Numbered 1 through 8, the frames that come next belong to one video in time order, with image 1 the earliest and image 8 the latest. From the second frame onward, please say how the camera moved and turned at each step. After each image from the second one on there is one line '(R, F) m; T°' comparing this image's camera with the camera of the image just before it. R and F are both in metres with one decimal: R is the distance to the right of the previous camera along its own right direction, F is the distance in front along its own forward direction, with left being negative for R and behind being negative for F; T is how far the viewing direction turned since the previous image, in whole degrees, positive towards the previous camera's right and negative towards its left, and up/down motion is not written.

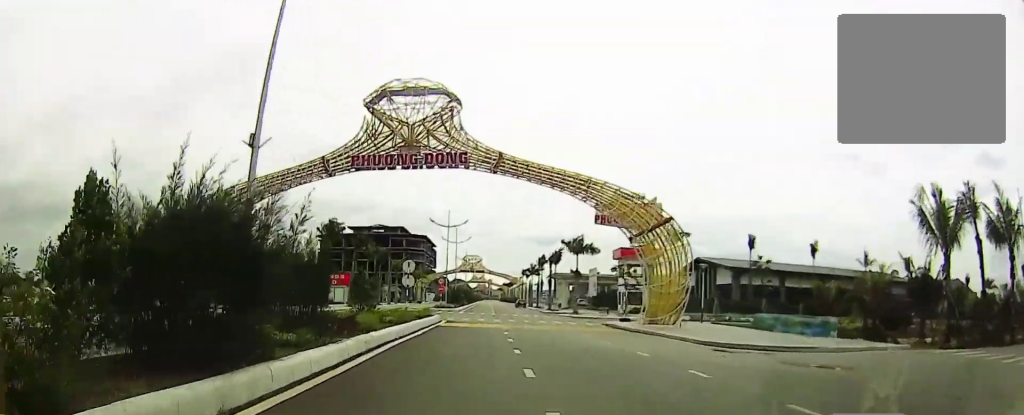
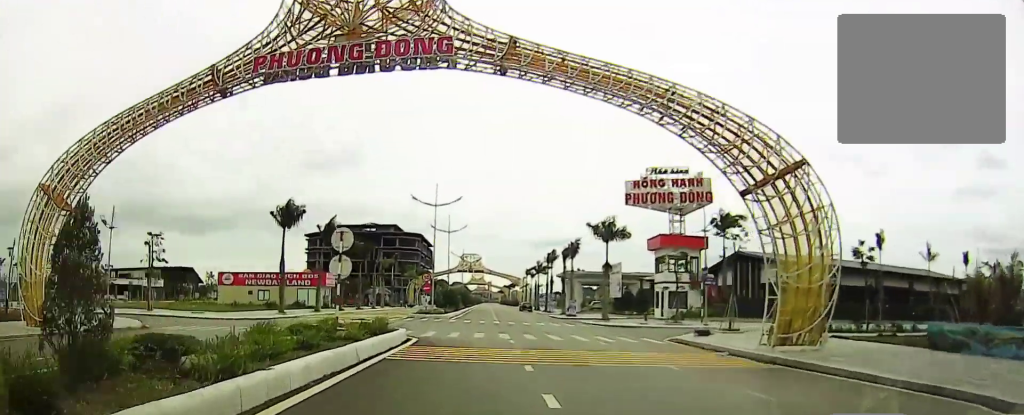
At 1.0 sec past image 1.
(-0.4, +15.5) m; 0°
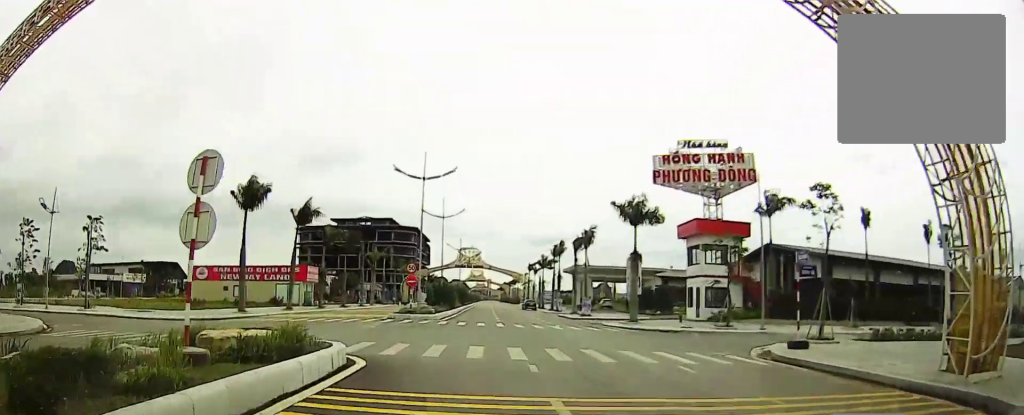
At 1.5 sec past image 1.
(+0.2, +8.6) m; +1°
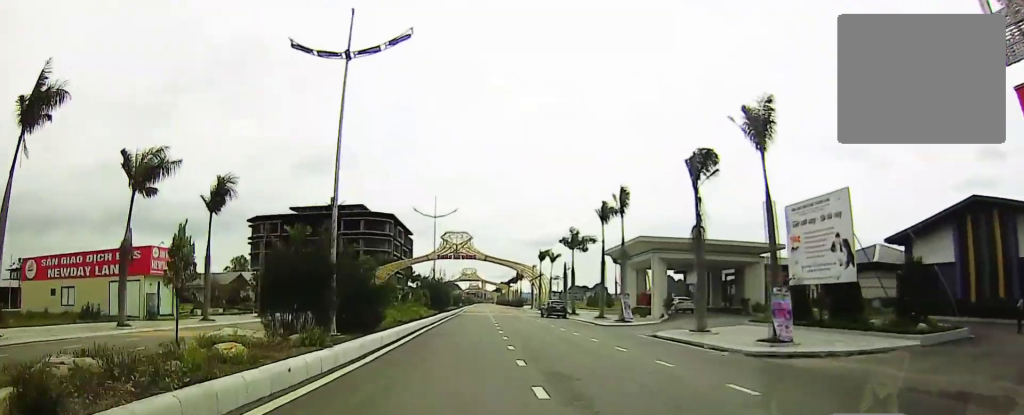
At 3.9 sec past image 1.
(+1.1, +33.5) m; +3°
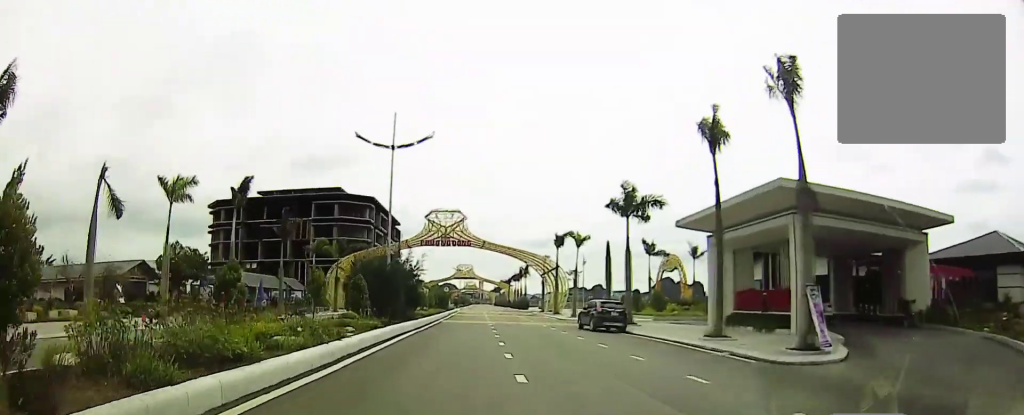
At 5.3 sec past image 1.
(+0.1, +23.4) m; 0°
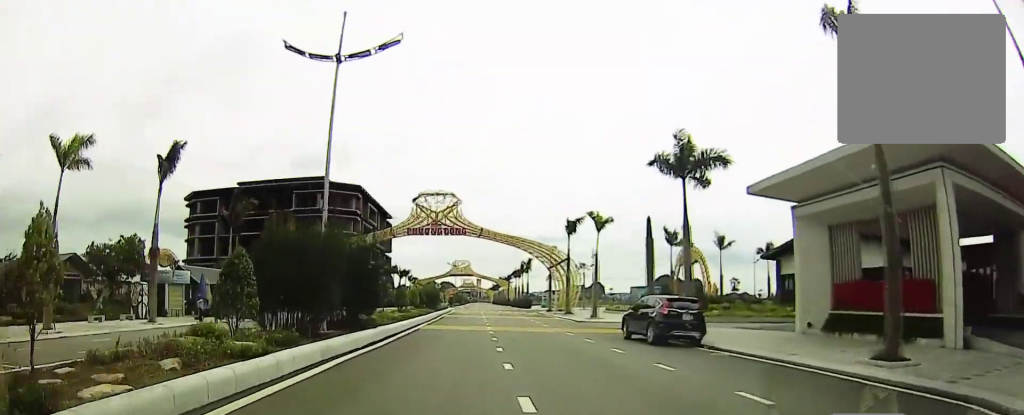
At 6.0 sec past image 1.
(0.0, +10.5) m; 0°
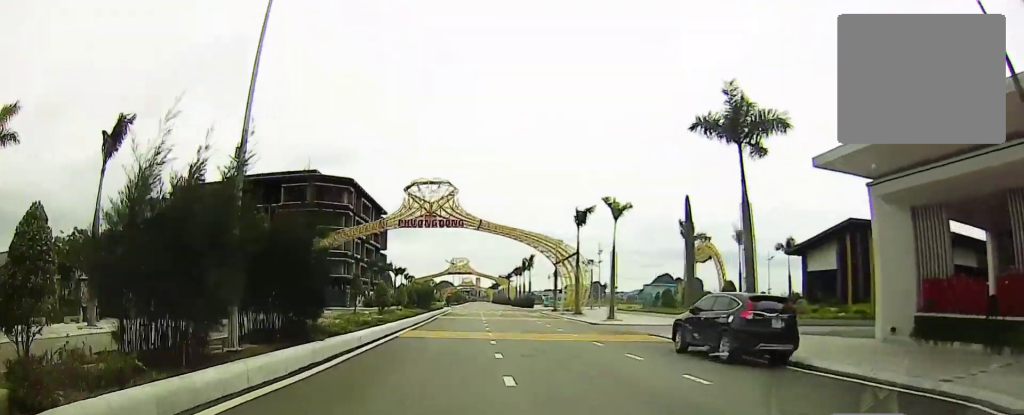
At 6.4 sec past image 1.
(0.0, +5.3) m; 0°
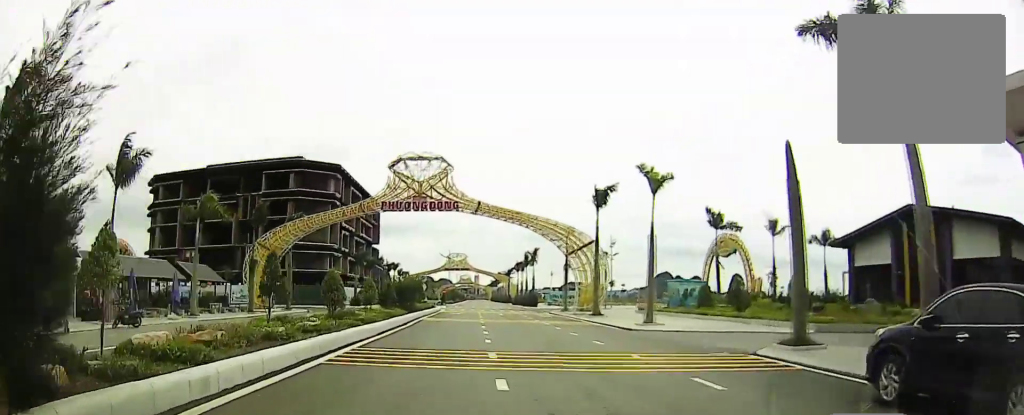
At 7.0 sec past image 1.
(0.0, +8.0) m; 0°
